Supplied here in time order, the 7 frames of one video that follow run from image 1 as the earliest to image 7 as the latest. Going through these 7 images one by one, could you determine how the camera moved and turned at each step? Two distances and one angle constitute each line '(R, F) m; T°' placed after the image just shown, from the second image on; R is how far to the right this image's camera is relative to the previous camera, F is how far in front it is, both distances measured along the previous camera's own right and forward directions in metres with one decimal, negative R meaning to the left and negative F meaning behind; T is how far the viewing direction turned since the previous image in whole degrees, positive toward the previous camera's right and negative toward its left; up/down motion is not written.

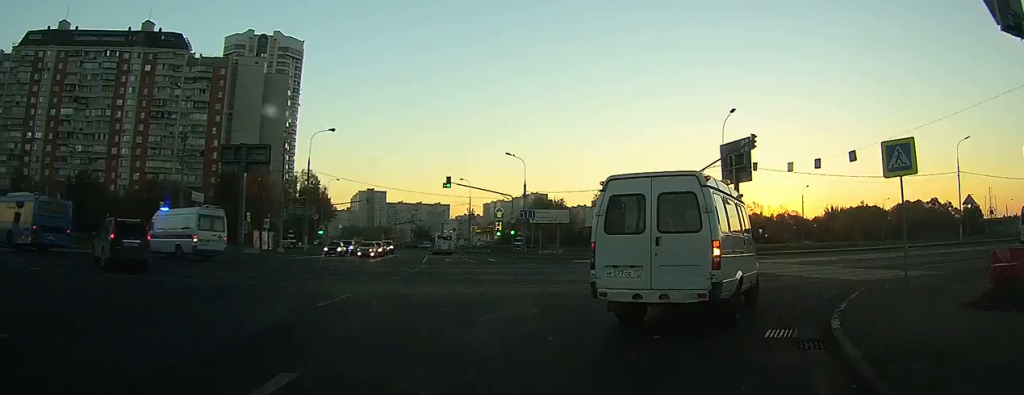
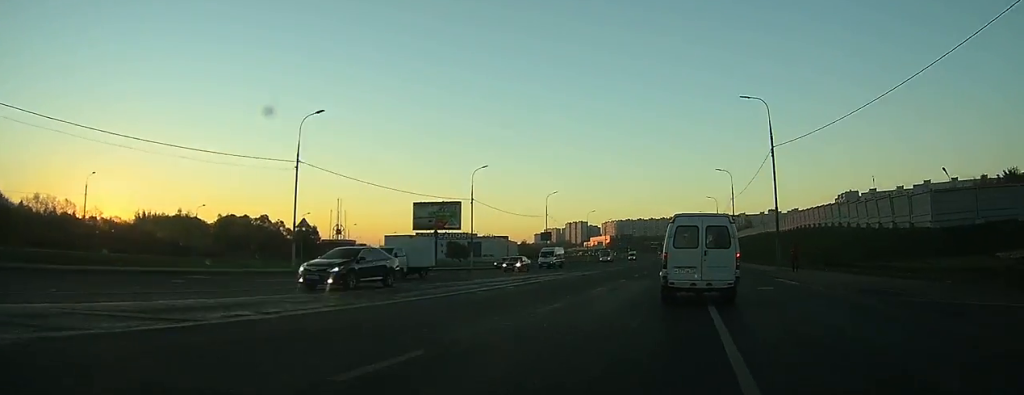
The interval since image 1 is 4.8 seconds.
(+11.9, +26.9) m; +50°
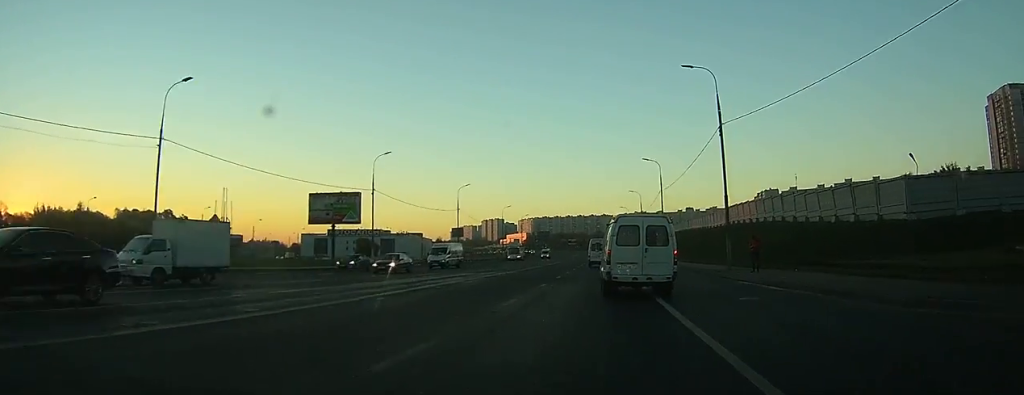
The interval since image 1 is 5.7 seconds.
(+0.2, +6.8) m; +9°
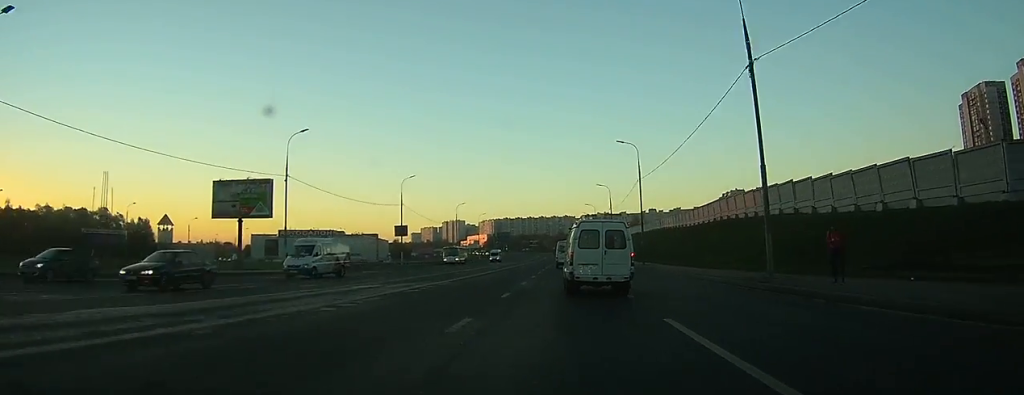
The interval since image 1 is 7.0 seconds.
(+1.6, +12.4) m; +7°
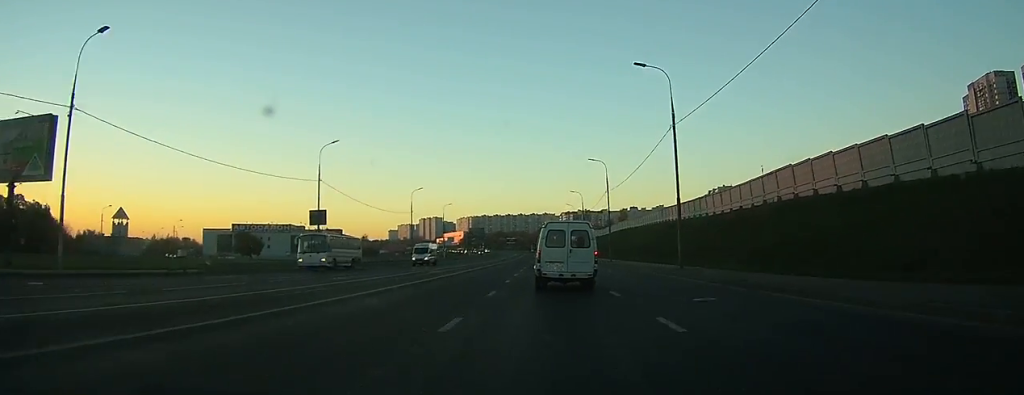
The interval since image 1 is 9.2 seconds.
(+1.6, +23.4) m; +5°
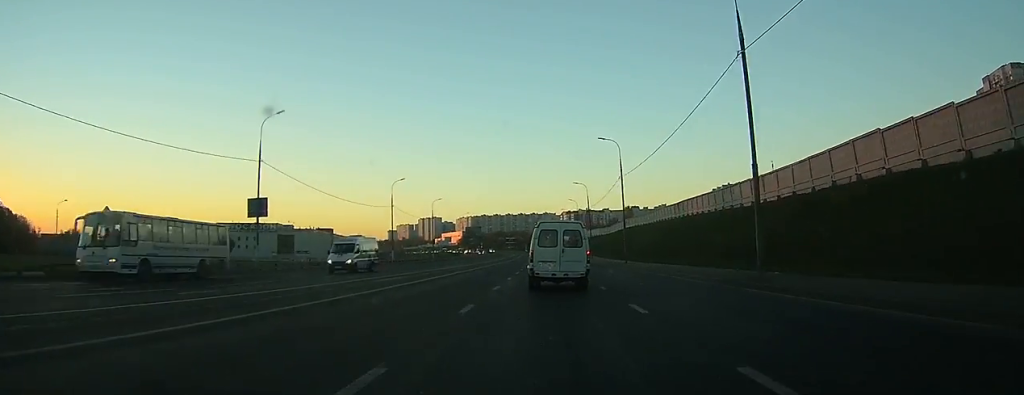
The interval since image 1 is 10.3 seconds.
(+0.1, +12.9) m; 0°
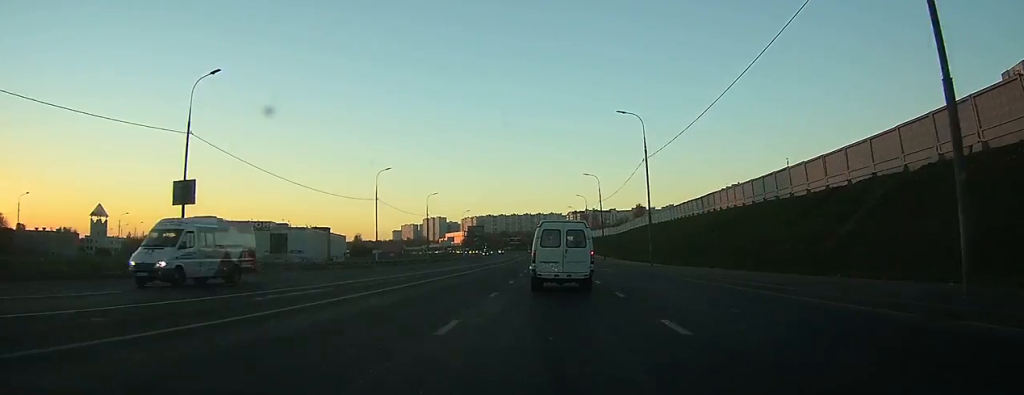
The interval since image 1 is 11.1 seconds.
(0.0, +11.2) m; -1°
